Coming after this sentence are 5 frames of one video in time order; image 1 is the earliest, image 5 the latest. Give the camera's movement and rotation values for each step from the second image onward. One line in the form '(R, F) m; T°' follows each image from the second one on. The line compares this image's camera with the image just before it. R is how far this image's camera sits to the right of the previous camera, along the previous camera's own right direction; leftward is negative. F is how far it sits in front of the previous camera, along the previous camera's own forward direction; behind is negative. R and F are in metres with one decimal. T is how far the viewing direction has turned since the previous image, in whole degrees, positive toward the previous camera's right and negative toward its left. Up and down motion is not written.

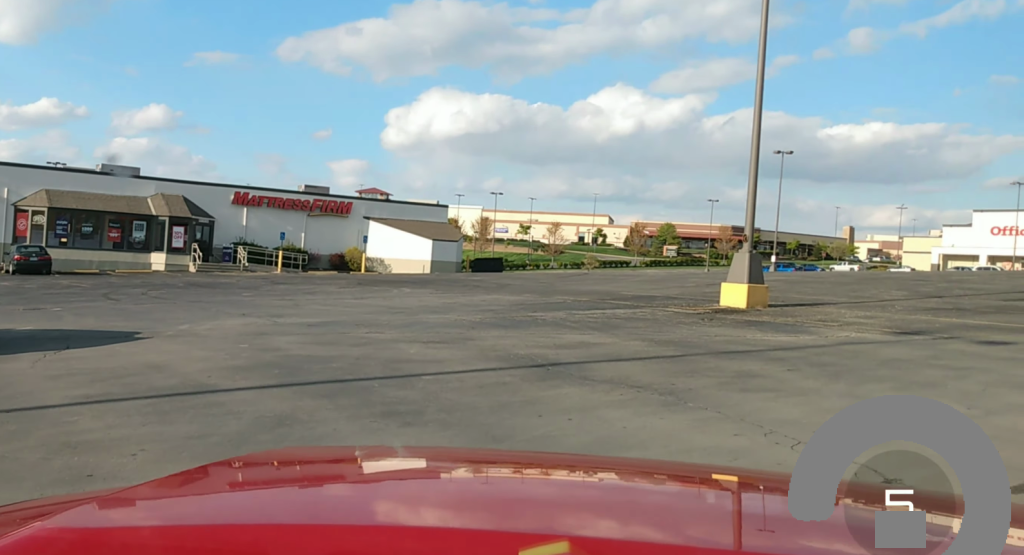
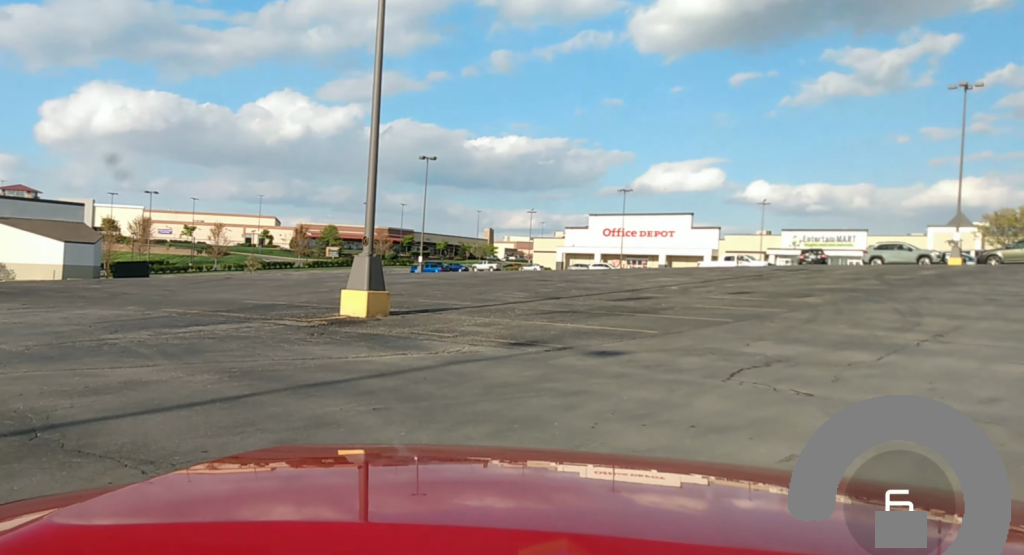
(+0.4, +2.9) m; +22°
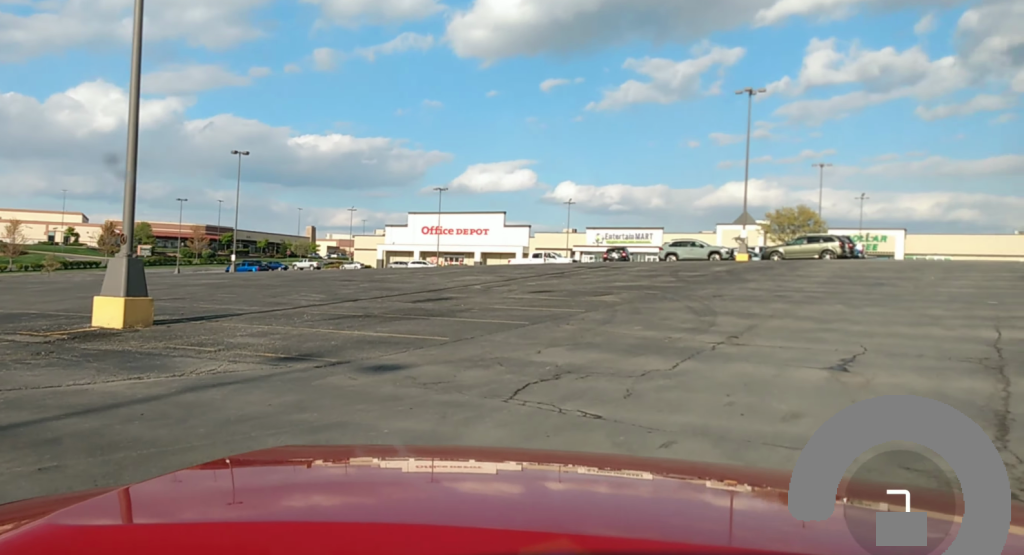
(+0.1, +1.8) m; +13°
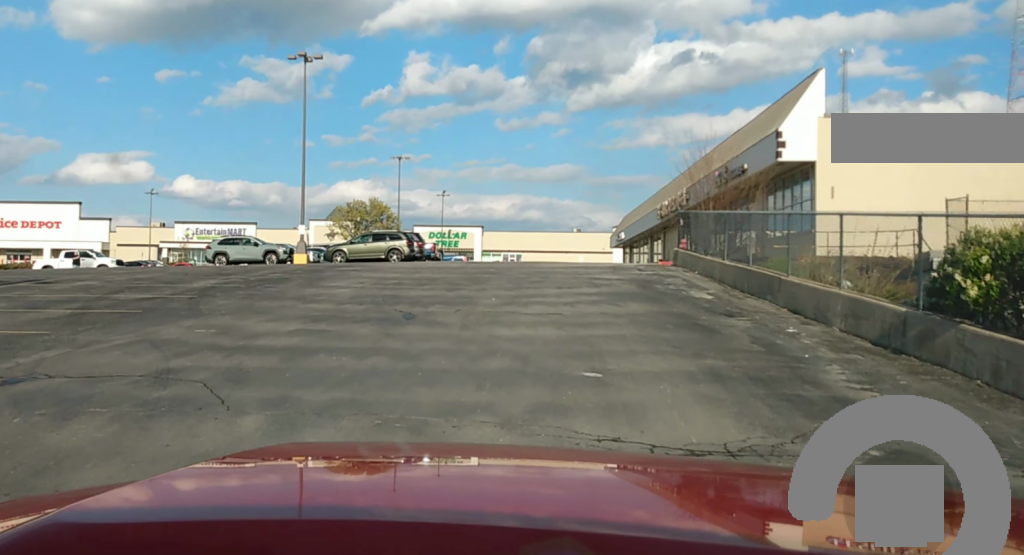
(+5.8, +13.7) m; +19°
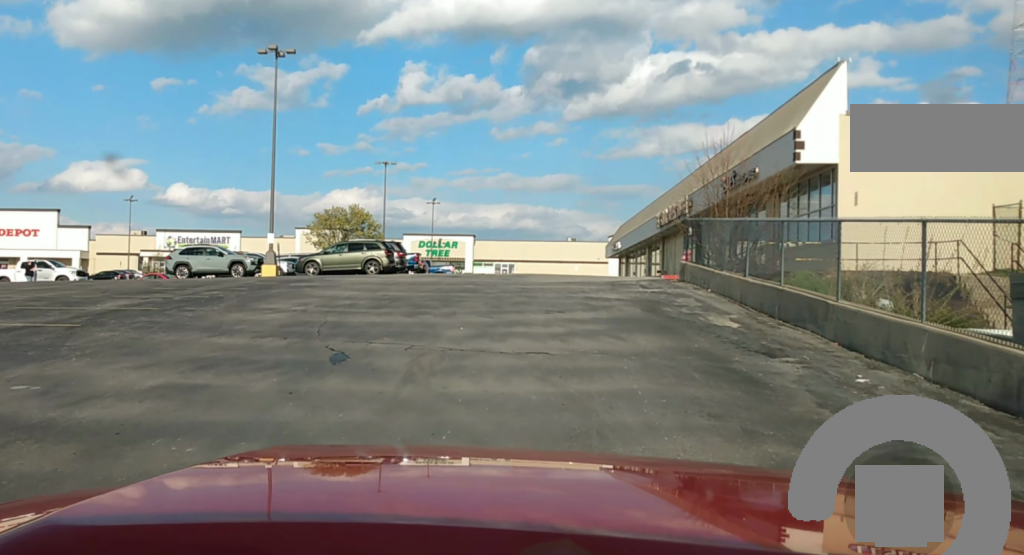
(-0.4, +3.9) m; -2°
